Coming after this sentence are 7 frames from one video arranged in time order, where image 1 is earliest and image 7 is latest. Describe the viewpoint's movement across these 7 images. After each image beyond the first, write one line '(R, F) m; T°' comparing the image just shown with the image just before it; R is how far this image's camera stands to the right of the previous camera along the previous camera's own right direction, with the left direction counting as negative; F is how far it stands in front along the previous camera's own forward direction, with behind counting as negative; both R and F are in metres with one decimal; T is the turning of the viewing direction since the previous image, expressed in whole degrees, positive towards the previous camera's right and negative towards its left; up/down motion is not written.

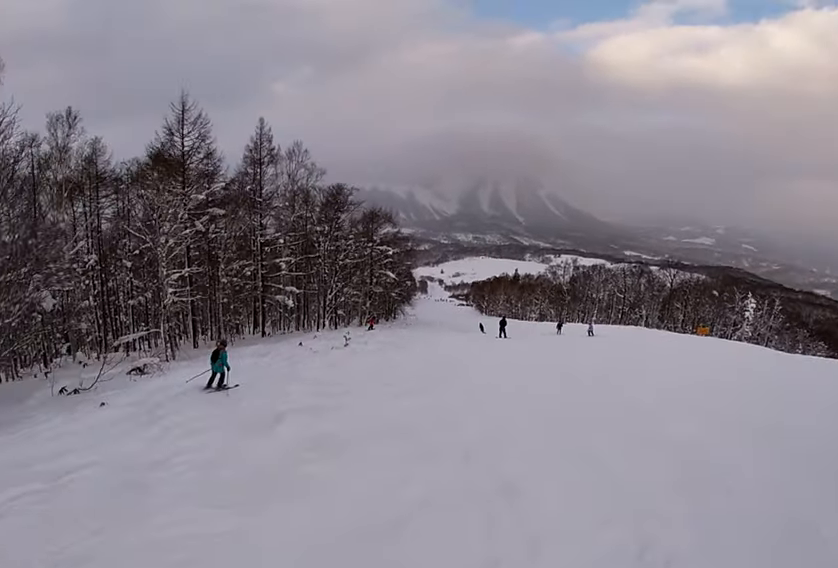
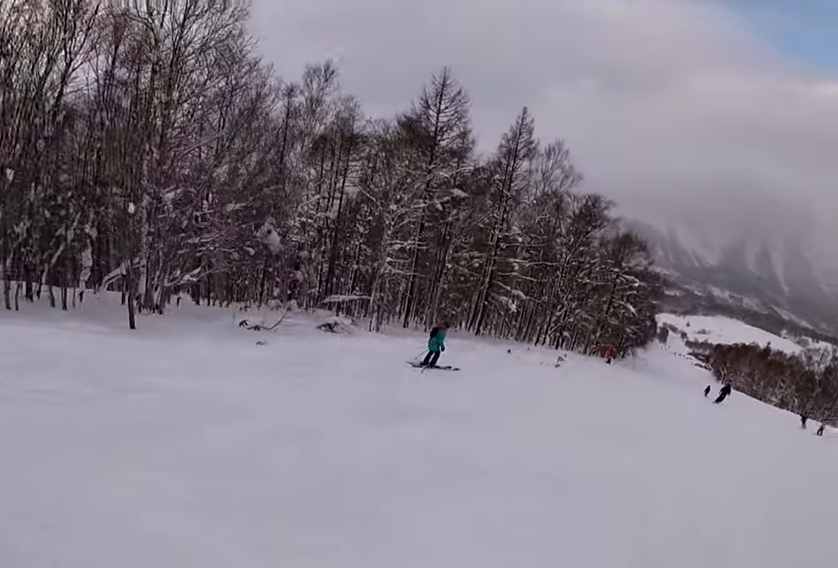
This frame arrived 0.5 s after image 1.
(-0.4, +1.8) m; -8°
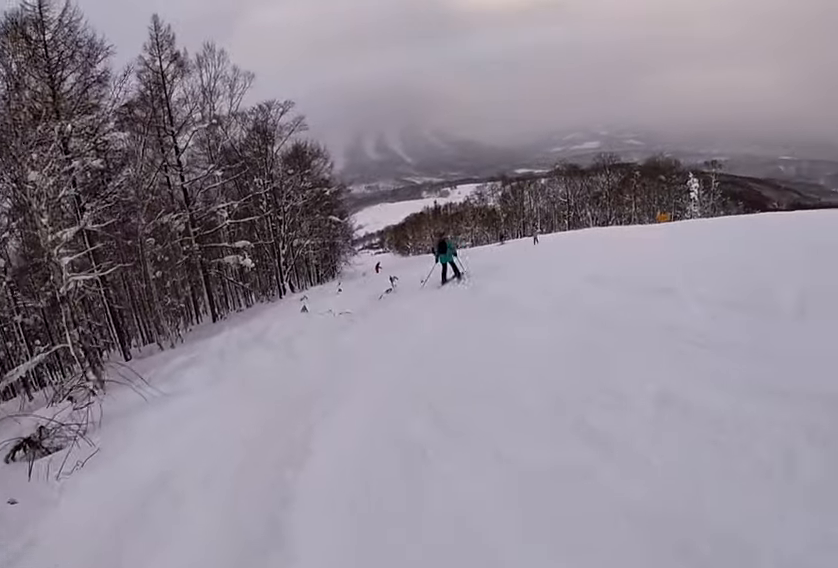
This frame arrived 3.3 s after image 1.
(-0.7, +10.8) m; +19°
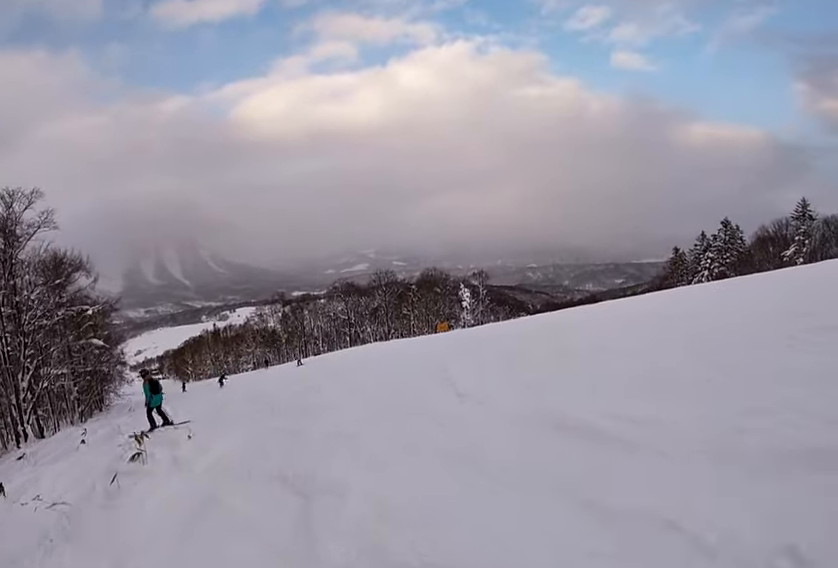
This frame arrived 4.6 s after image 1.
(+1.9, +5.3) m; +22°
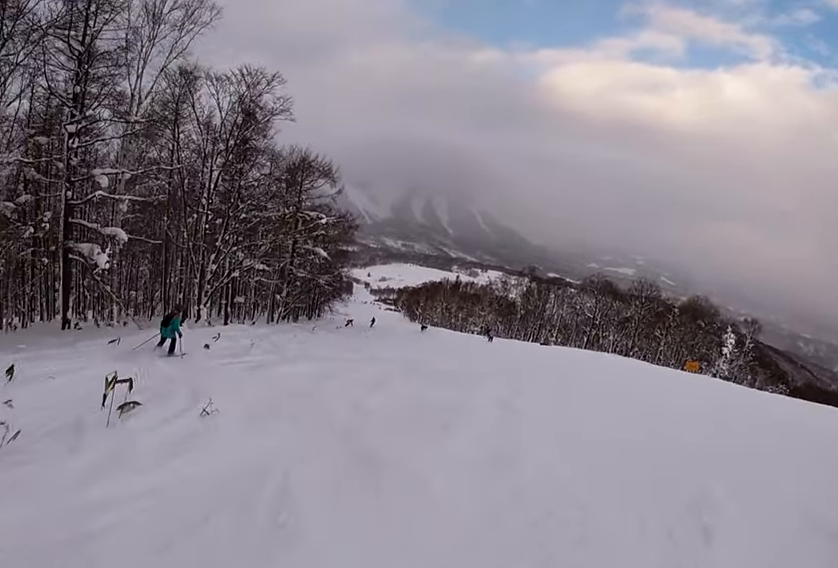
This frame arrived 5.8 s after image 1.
(-0.4, +4.5) m; -34°
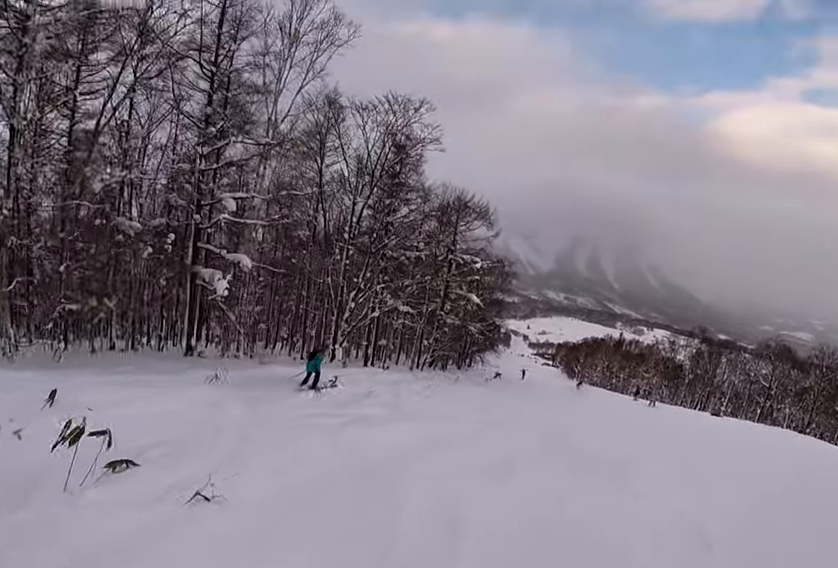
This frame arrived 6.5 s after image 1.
(-0.7, +2.4) m; -17°
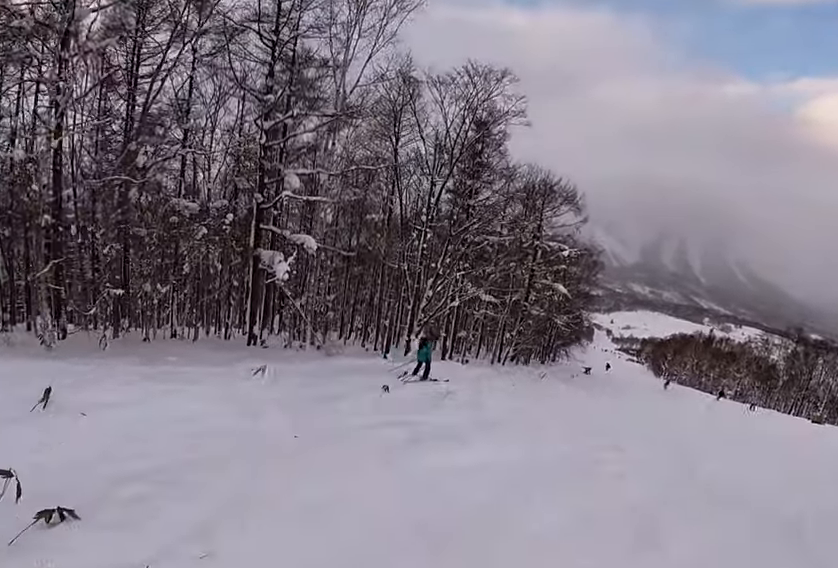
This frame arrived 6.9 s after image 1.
(-0.6, +2.0) m; -6°
